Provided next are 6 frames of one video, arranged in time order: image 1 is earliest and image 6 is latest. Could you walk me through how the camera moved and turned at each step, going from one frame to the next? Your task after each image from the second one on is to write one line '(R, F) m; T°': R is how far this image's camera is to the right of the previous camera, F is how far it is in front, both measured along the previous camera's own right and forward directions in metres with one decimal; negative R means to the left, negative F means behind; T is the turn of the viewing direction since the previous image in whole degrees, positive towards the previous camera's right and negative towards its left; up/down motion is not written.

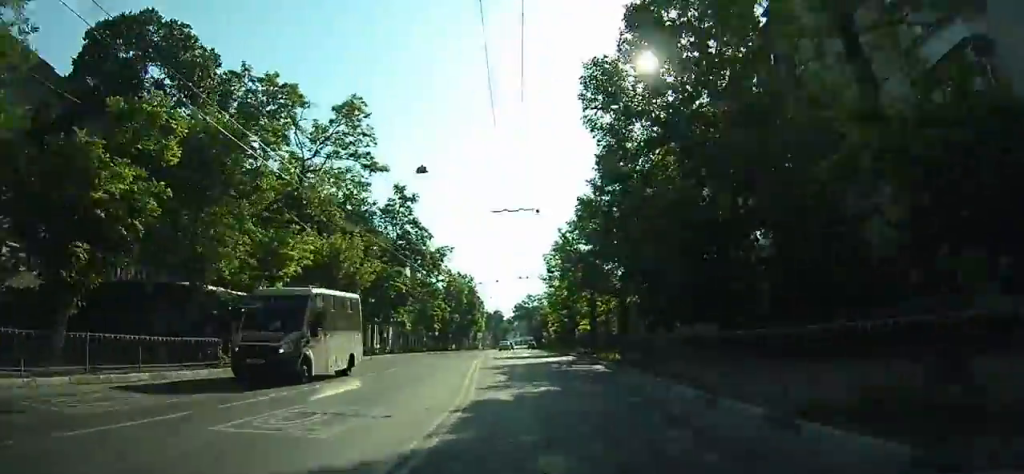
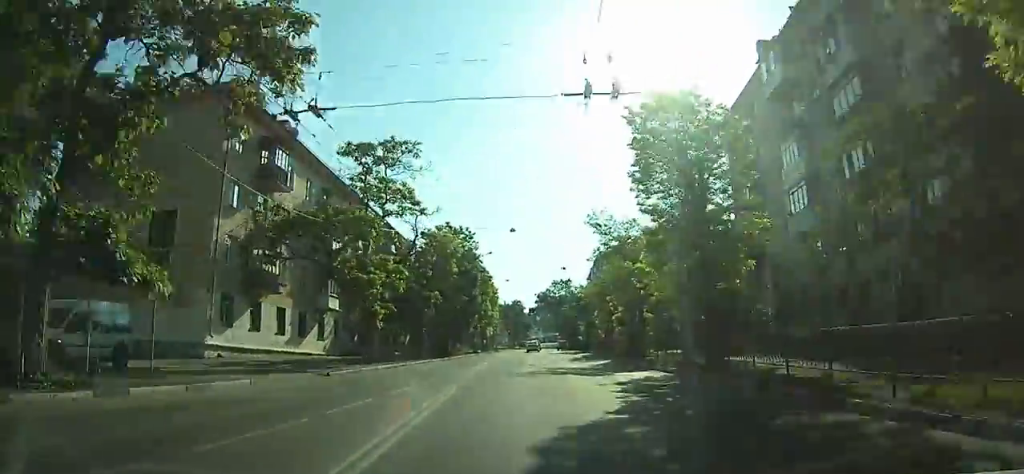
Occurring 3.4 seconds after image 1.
(-0.7, +36.0) m; -1°
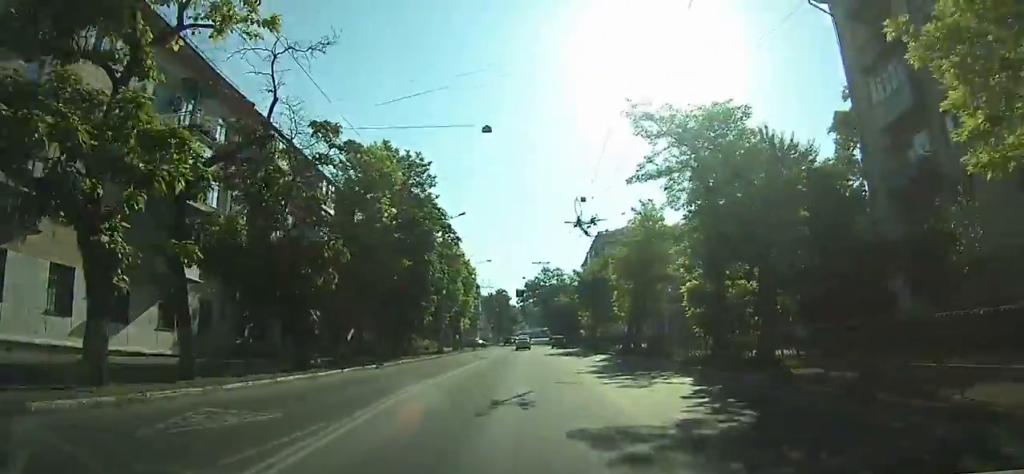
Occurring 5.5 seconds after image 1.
(0.0, +18.9) m; +1°
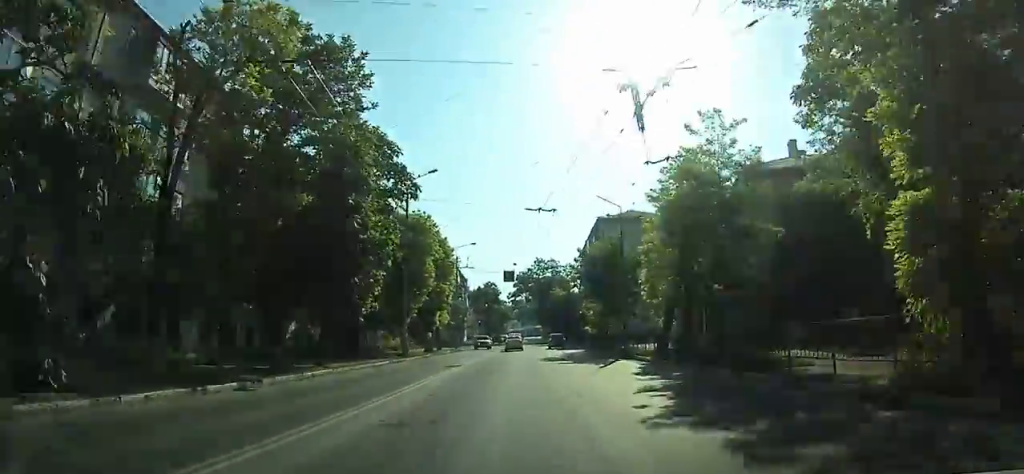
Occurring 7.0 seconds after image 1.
(-0.1, +12.7) m; +1°
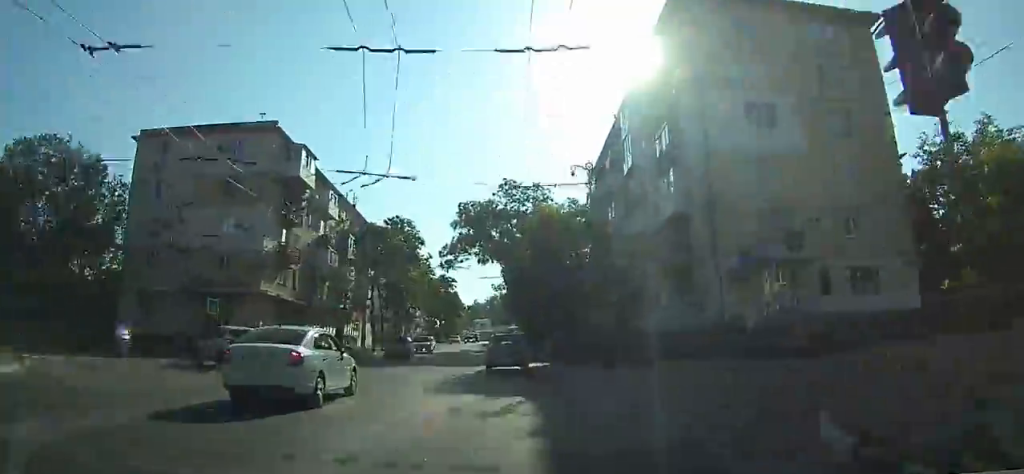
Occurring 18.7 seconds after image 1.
(+6.2, +70.4) m; +3°
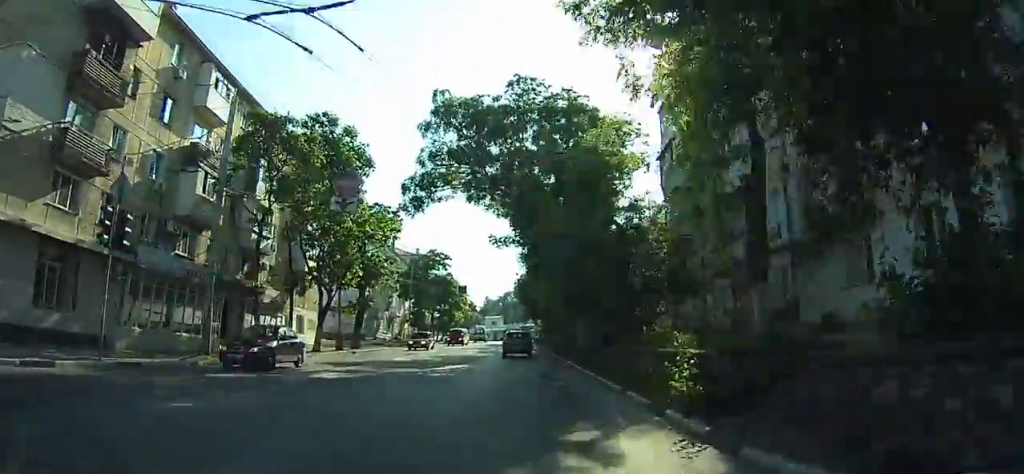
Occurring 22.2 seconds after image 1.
(-0.1, +24.3) m; 0°
